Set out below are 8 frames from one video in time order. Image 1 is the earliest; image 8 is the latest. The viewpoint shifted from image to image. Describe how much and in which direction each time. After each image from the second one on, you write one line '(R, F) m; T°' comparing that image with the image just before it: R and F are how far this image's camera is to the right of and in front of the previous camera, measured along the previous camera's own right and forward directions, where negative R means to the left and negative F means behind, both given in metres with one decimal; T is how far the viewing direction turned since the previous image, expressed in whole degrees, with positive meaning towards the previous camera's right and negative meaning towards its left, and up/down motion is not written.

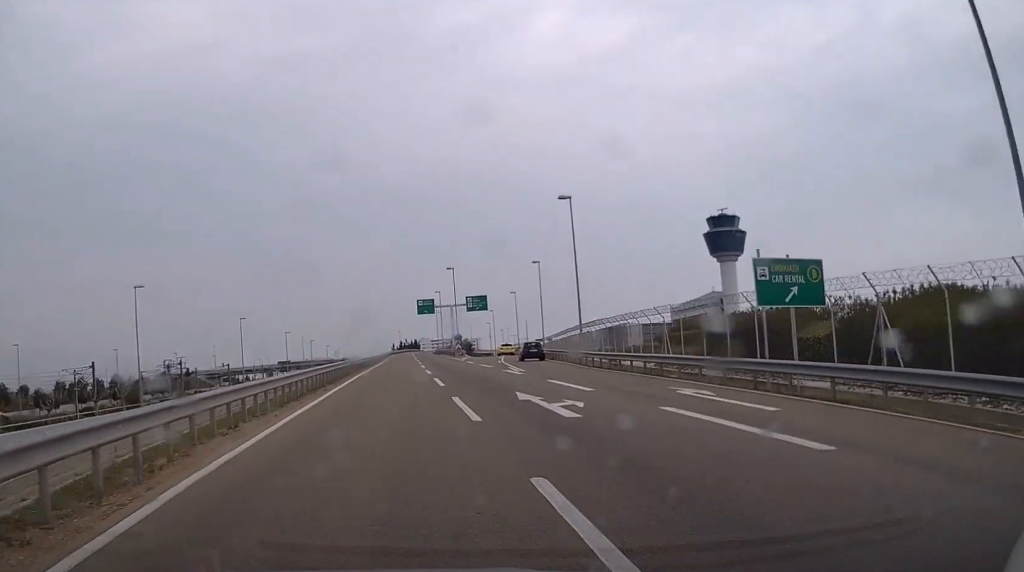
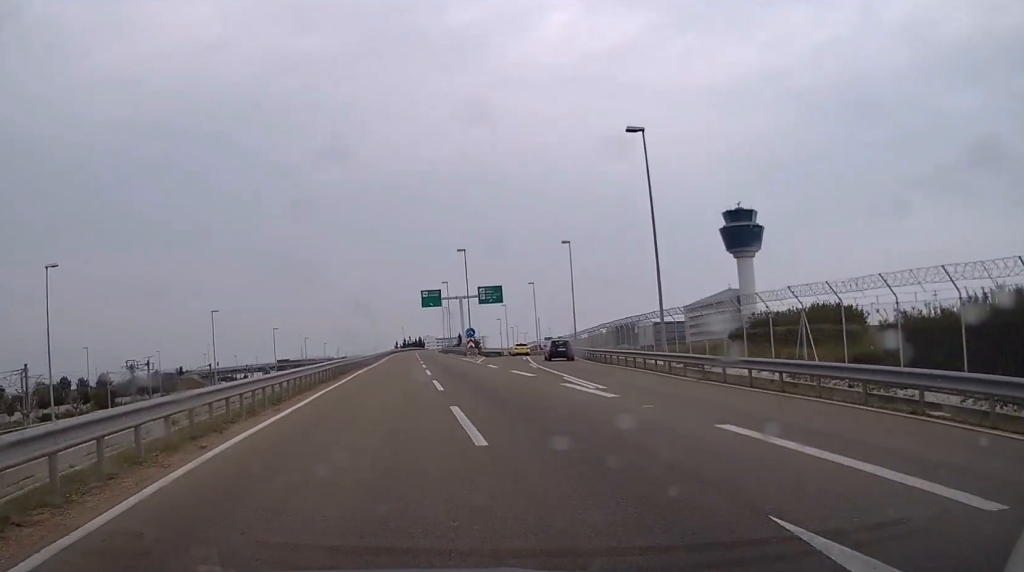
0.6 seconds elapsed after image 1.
(-0.1, +15.8) m; -1°
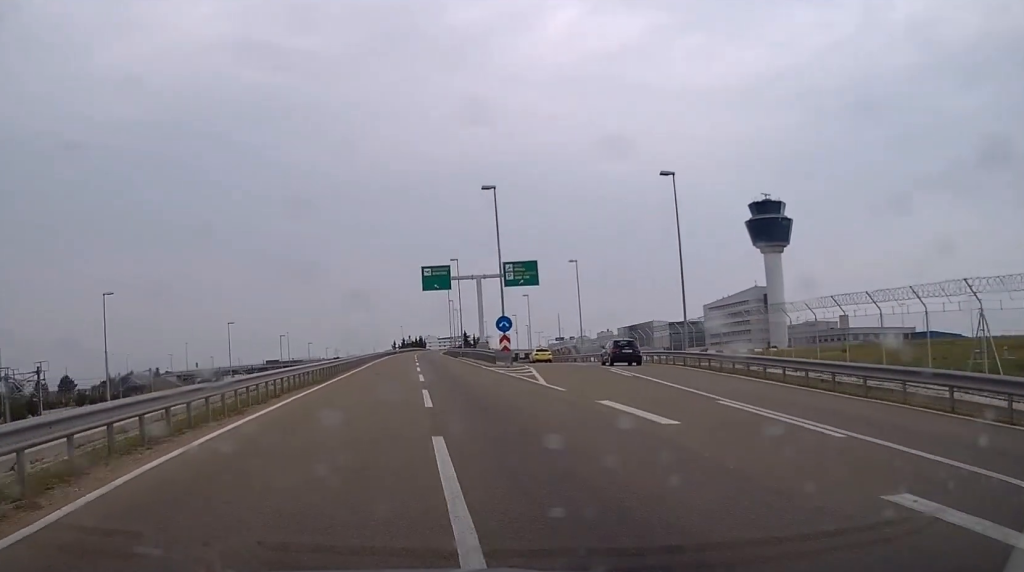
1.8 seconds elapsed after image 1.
(-0.4, +29.1) m; -1°
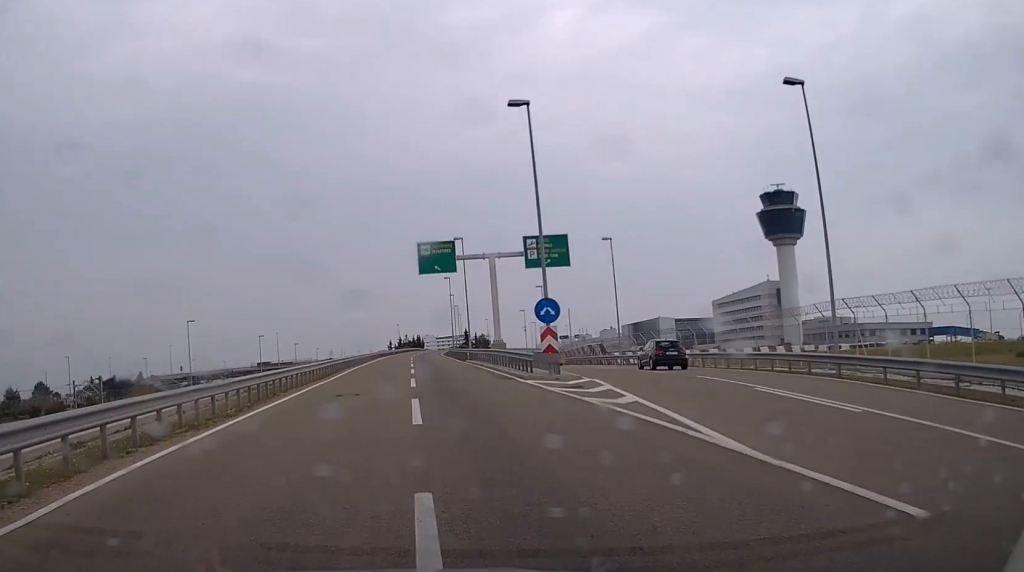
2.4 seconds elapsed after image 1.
(0.0, +15.8) m; 0°
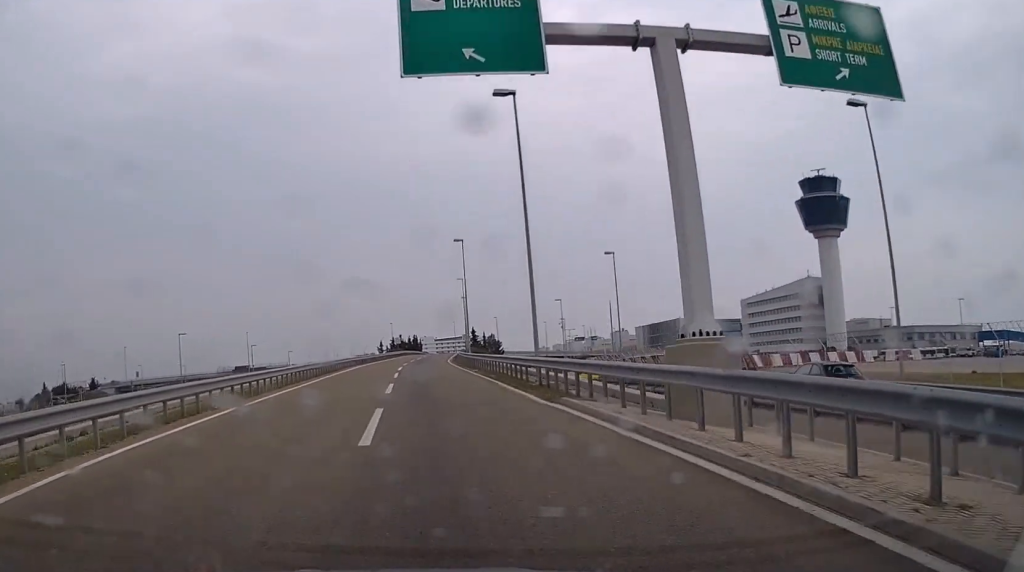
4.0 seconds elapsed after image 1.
(+0.3, +38.7) m; 0°
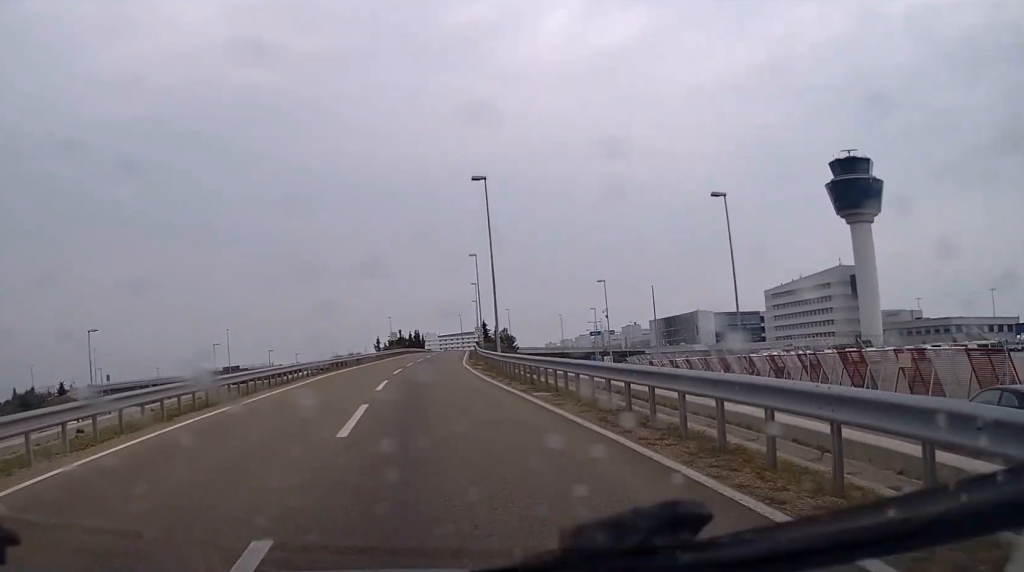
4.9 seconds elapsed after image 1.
(-0.1, +22.9) m; 0°
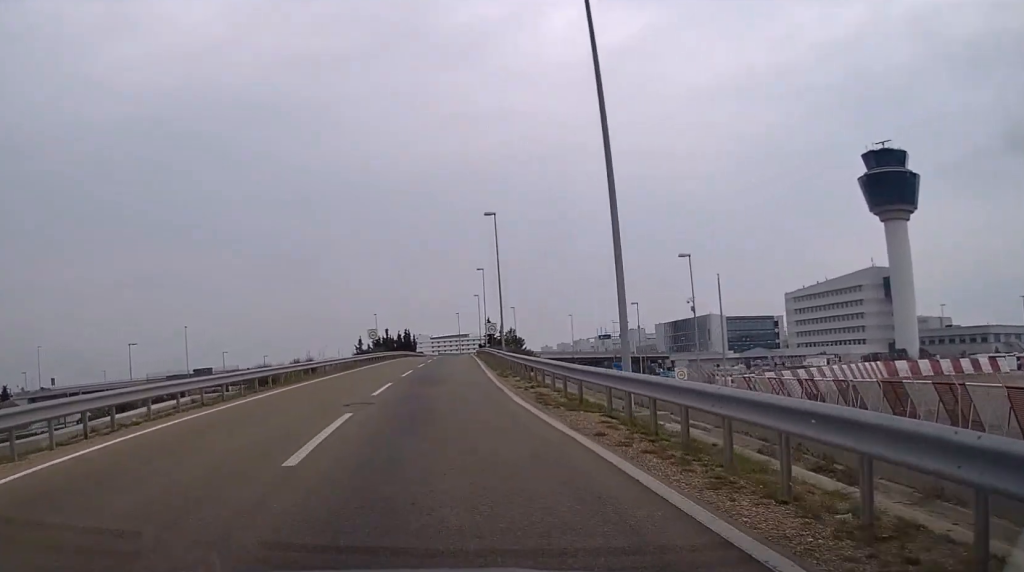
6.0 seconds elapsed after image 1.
(0.0, +26.7) m; +1°
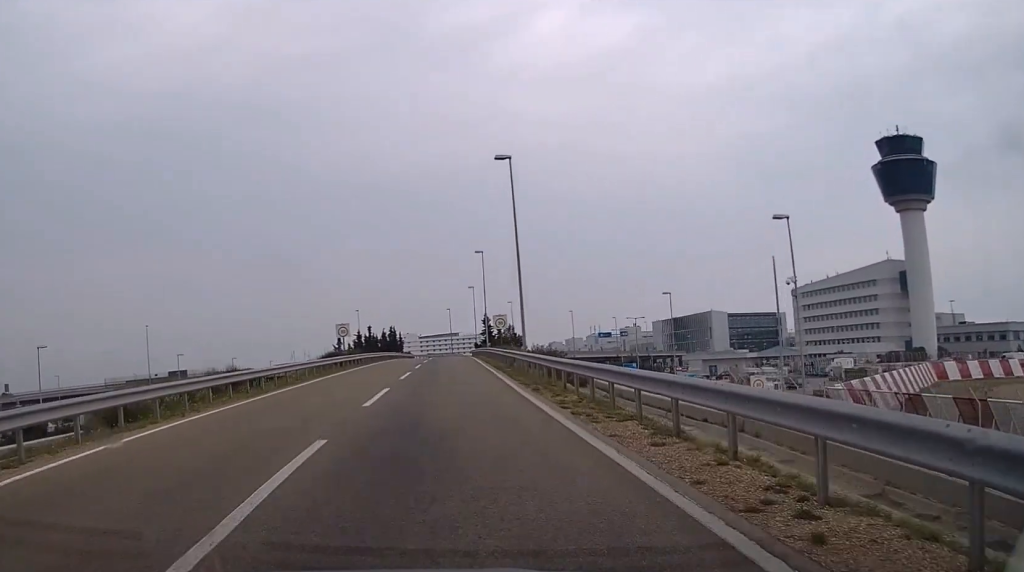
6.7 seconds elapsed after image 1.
(+0.3, +16.1) m; +1°
